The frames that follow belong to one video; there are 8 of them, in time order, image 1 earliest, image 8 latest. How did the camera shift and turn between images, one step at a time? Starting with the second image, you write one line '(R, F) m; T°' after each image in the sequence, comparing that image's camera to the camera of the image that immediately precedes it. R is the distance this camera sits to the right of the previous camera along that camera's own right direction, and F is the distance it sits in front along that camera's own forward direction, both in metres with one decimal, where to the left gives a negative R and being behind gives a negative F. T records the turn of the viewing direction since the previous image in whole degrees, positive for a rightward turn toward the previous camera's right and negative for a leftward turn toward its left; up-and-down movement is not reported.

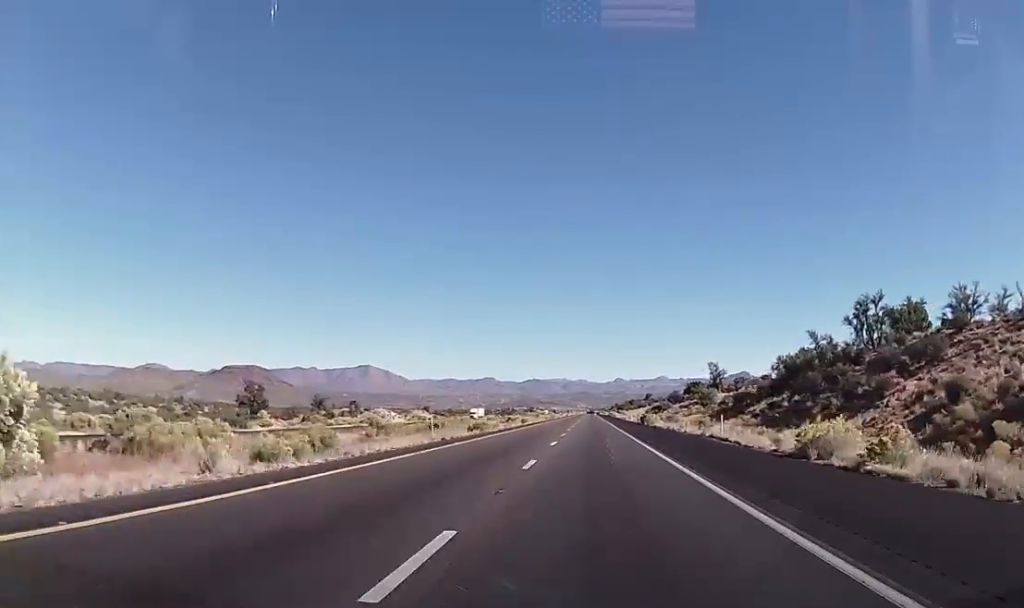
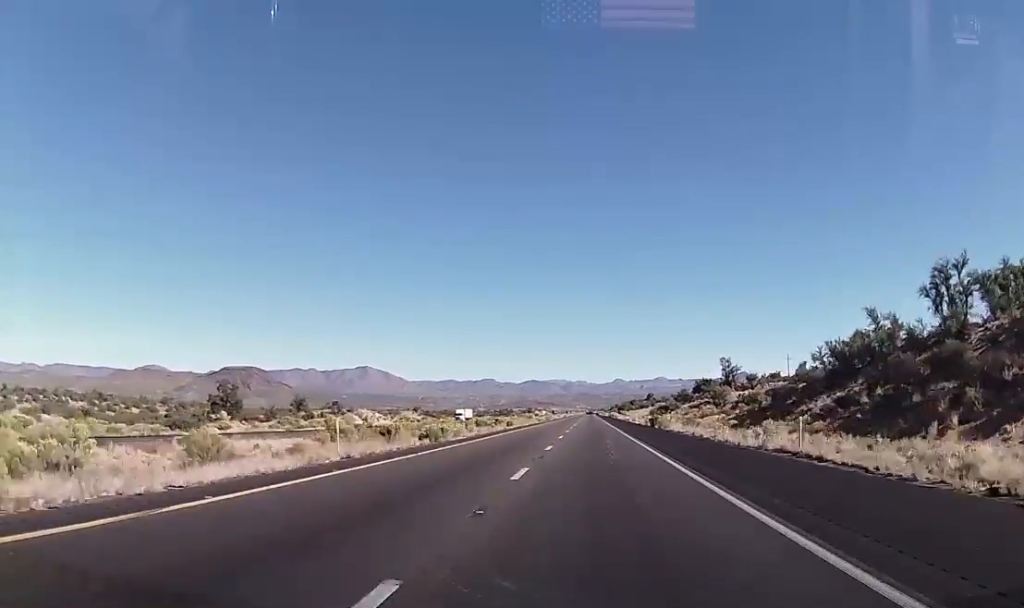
(+0.1, +15.1) m; 0°
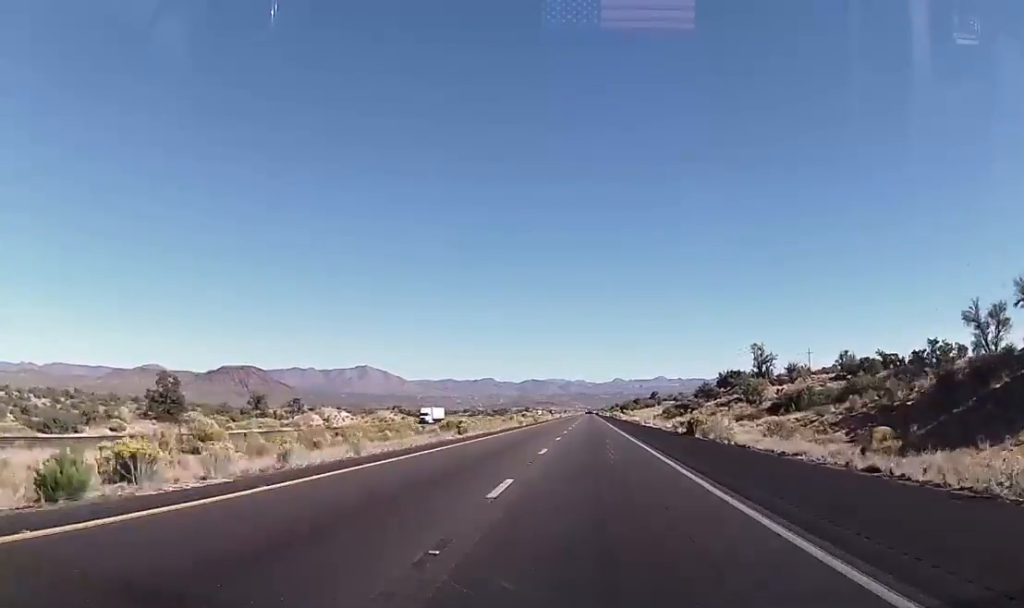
(-0.3, +27.7) m; -1°
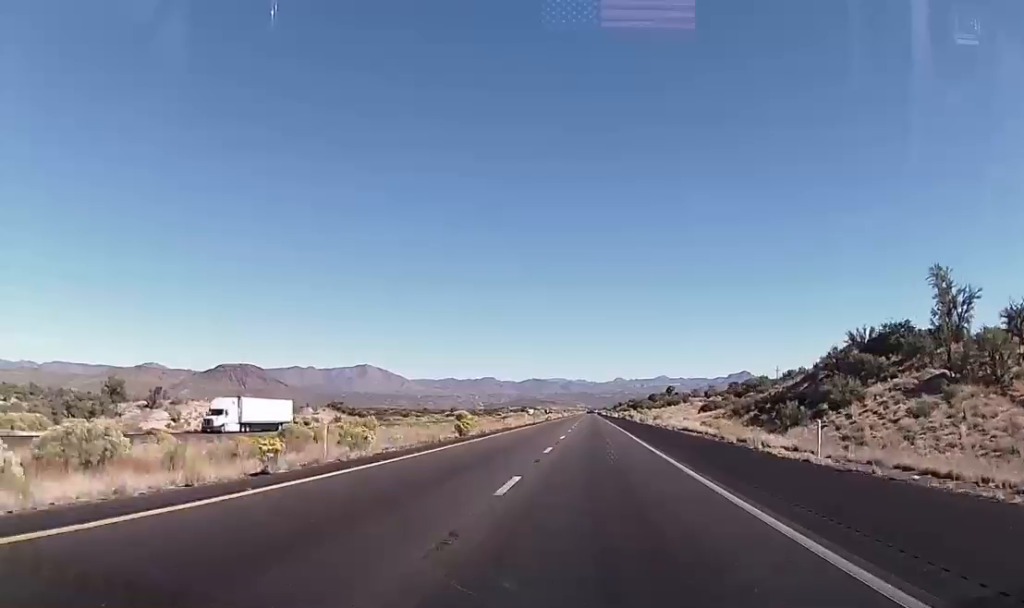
(+0.3, +61.6) m; +1°
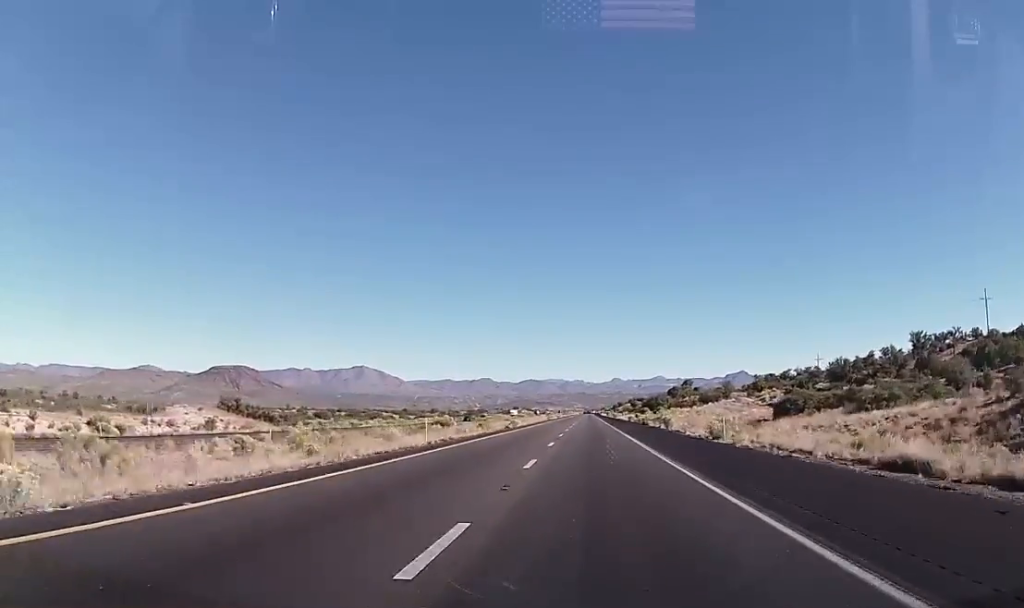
(-0.2, +56.3) m; -1°
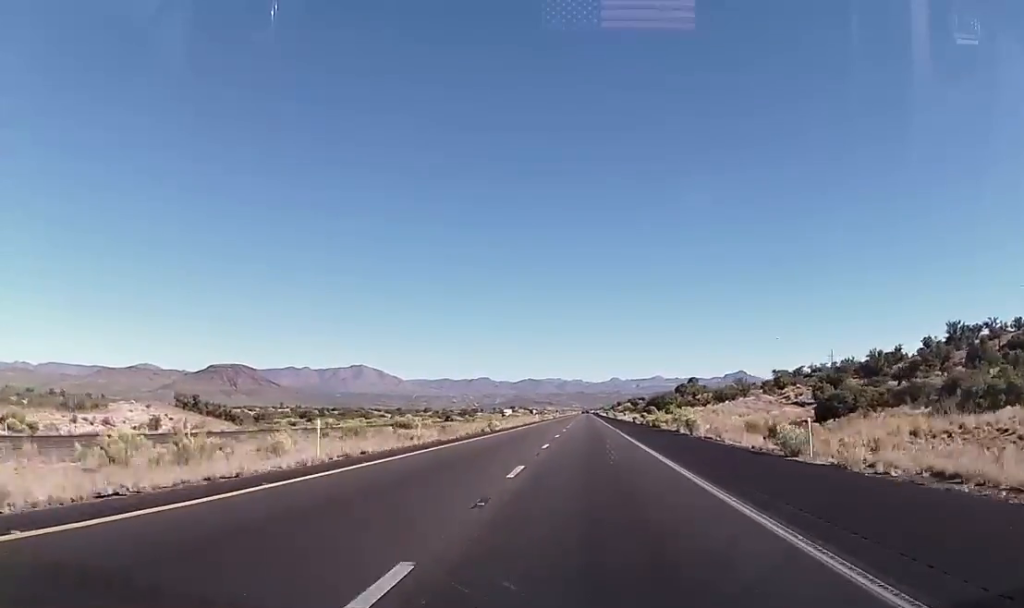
(0.0, +15.0) m; 0°
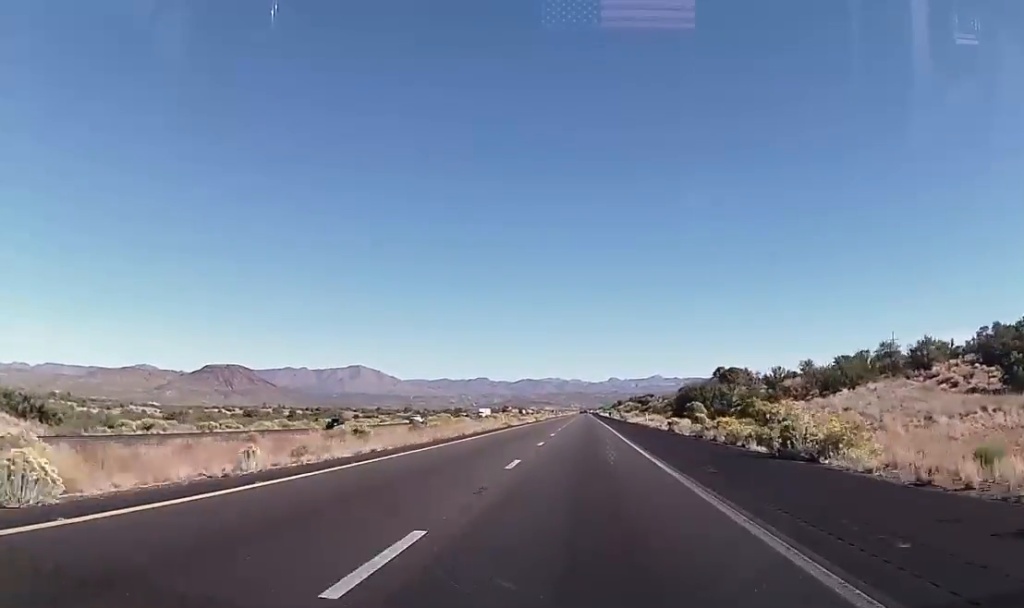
(+0.4, +47.5) m; 0°
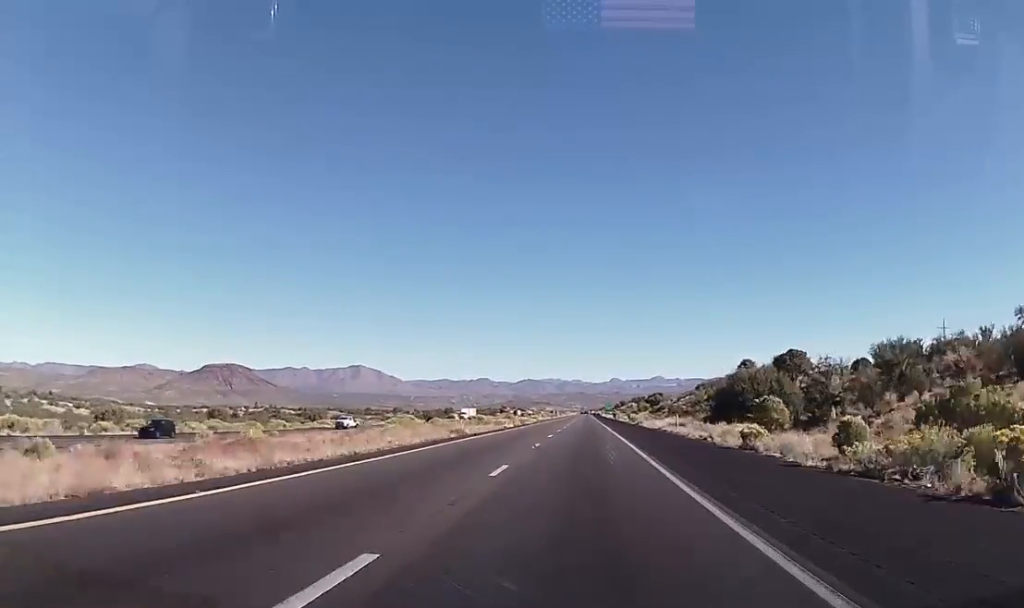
(0.0, +26.3) m; 0°
